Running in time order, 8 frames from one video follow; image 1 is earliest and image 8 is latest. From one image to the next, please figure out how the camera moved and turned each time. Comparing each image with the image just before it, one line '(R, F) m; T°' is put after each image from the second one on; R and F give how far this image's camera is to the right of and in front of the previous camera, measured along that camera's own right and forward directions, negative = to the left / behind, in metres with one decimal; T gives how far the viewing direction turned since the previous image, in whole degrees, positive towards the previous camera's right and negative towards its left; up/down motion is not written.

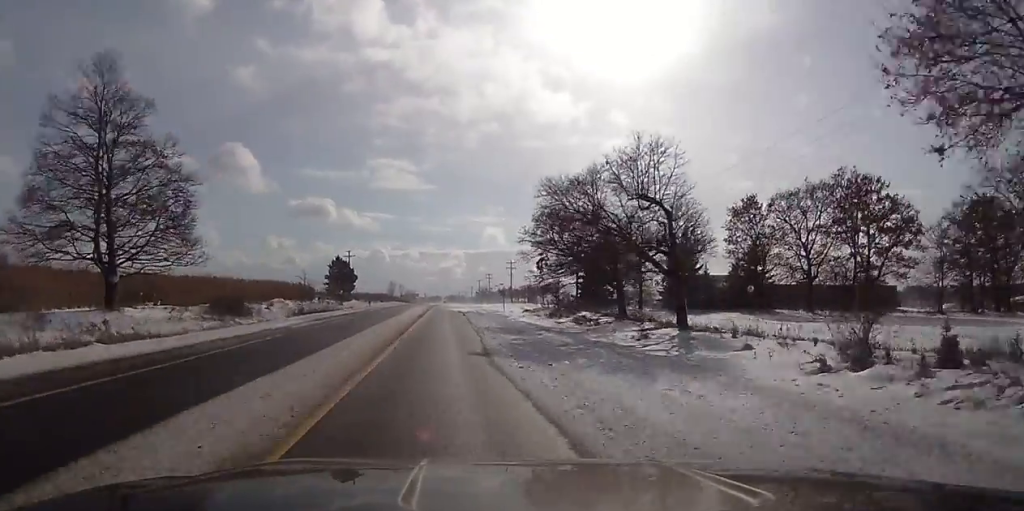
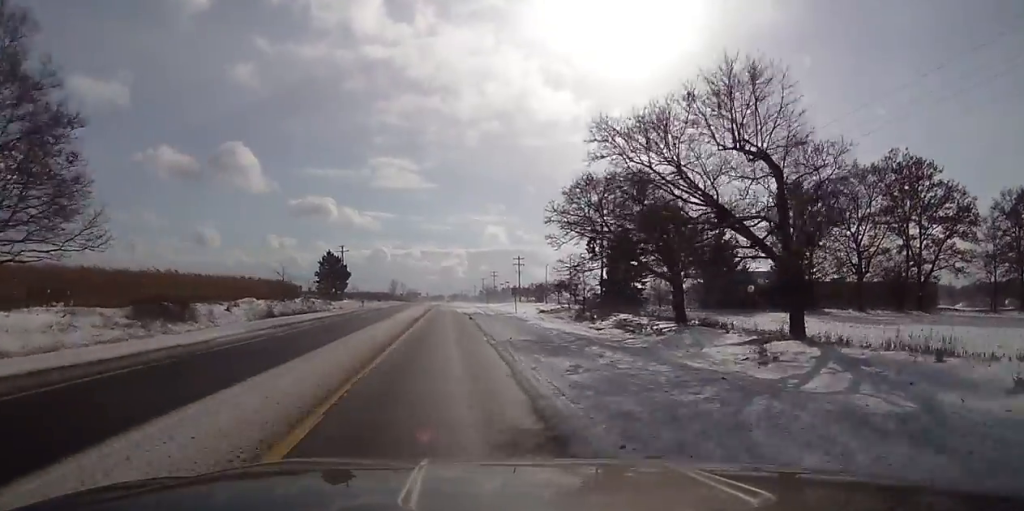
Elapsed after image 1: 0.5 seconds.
(-0.2, +12.4) m; 0°
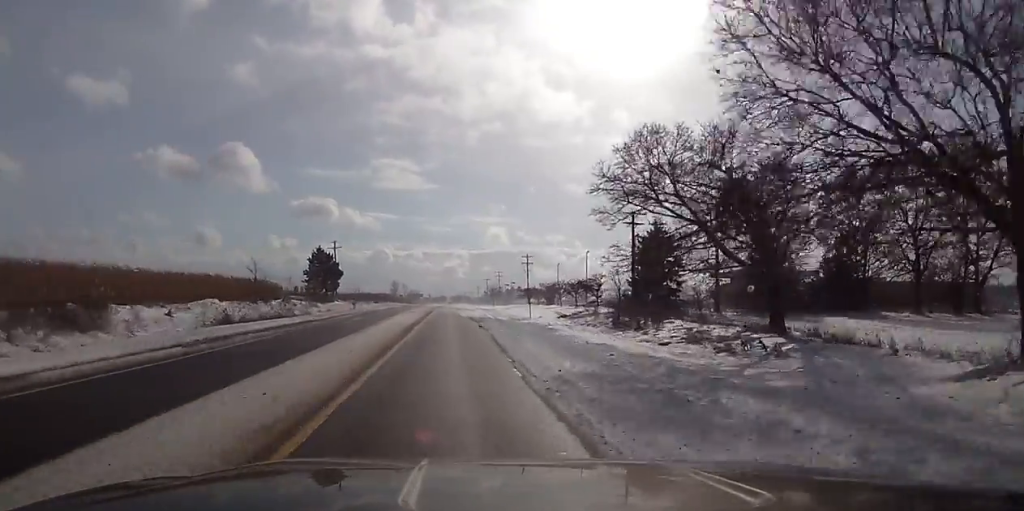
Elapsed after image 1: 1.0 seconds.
(-0.1, +11.7) m; 0°
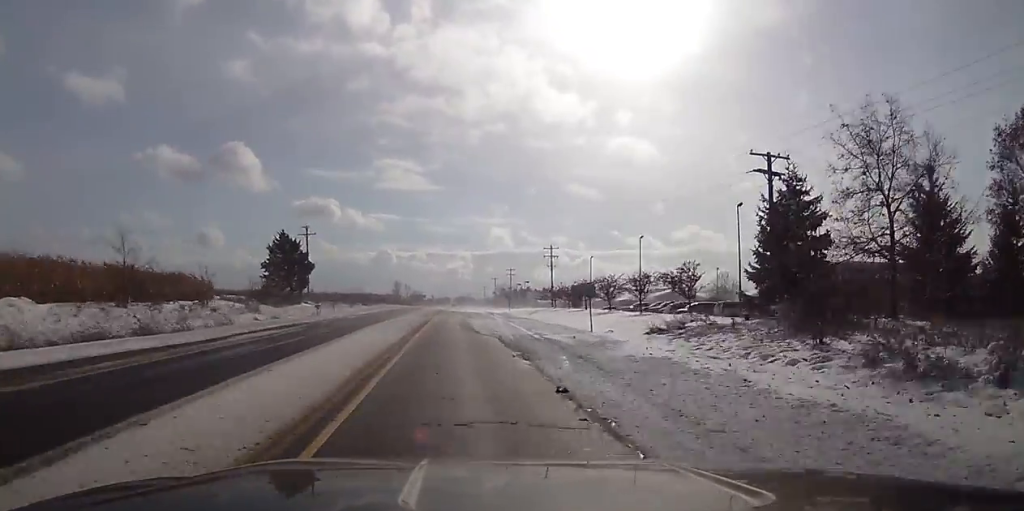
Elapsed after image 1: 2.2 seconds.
(+0.4, +27.2) m; 0°
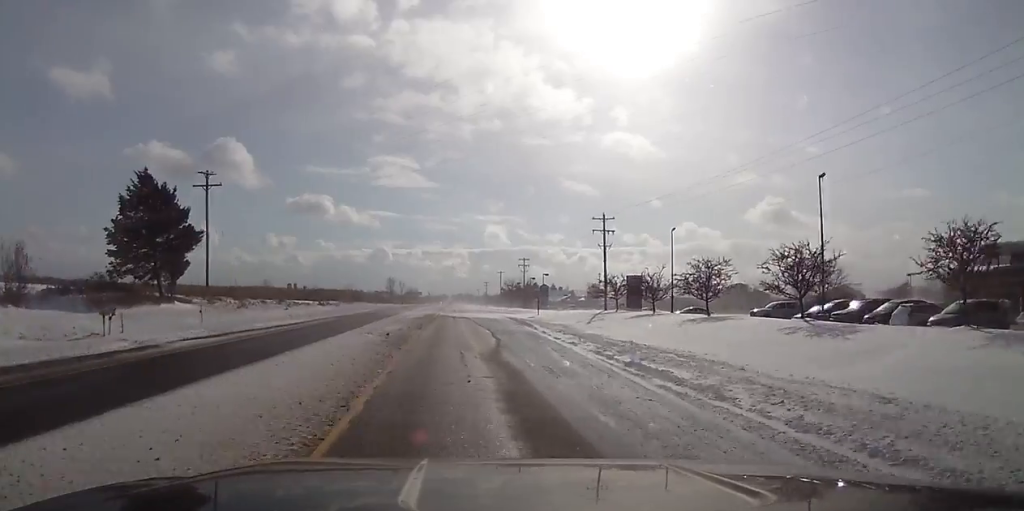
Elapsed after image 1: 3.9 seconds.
(-0.6, +39.6) m; -1°
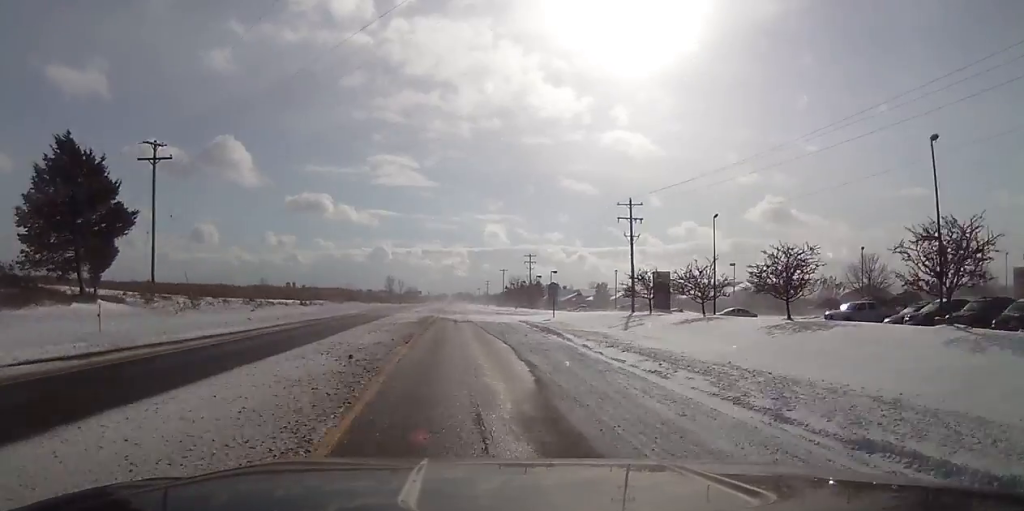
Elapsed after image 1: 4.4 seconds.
(+0.2, +10.7) m; 0°
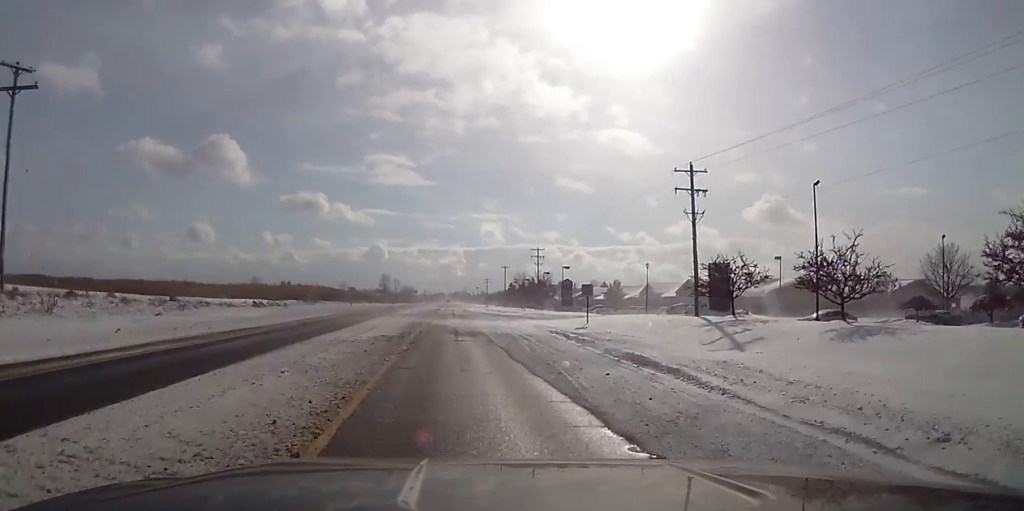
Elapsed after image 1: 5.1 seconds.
(+0.1, +16.9) m; 0°
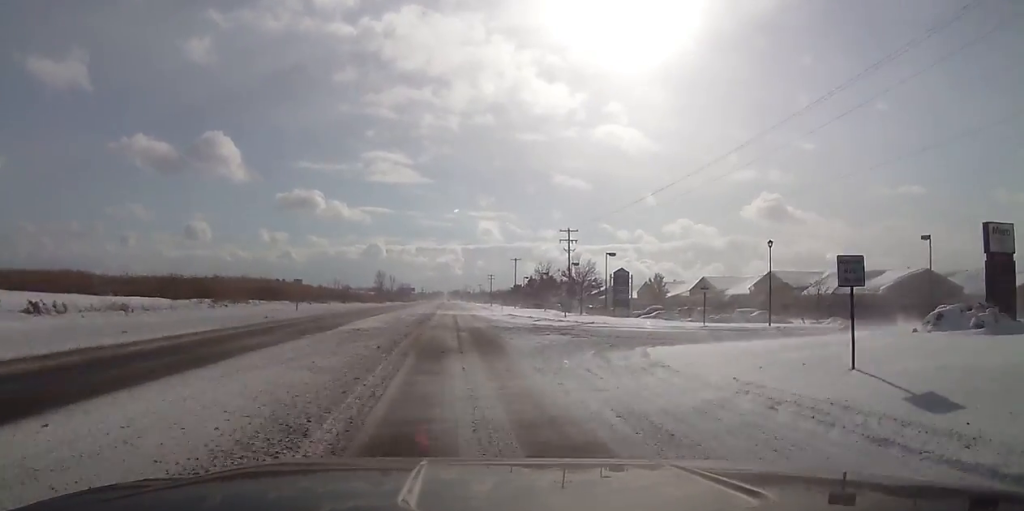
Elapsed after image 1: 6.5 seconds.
(0.0, +32.5) m; -1°
